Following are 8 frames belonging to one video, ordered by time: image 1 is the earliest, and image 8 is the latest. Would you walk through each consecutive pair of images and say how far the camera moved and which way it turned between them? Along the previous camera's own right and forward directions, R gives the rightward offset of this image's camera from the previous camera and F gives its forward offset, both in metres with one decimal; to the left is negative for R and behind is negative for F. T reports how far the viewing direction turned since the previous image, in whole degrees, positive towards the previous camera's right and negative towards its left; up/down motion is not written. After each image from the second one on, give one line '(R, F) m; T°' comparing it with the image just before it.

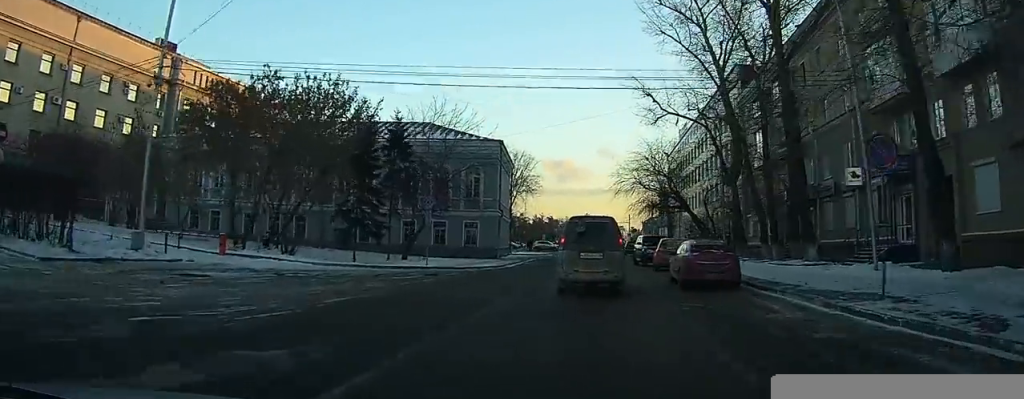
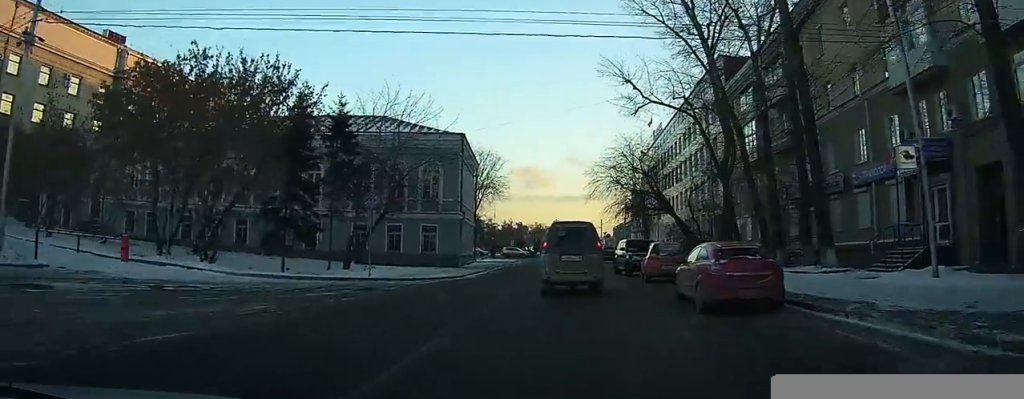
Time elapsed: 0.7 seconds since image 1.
(0.0, +4.6) m; +1°
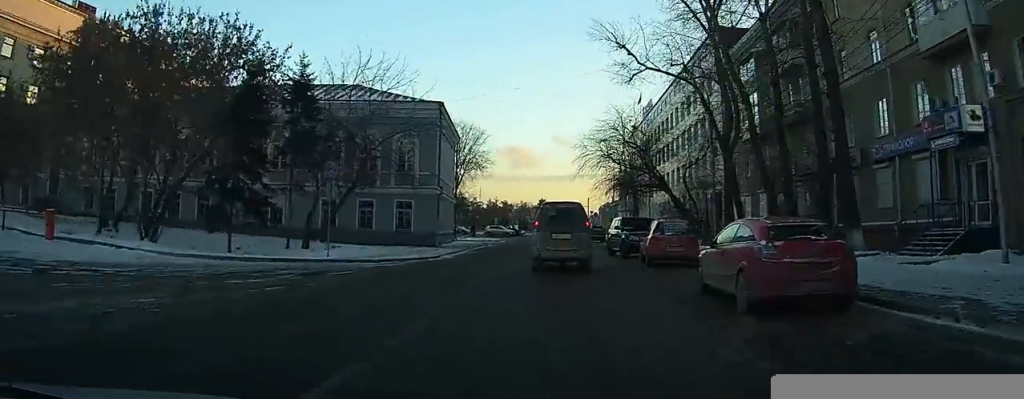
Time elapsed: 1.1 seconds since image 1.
(0.0, +3.2) m; +1°
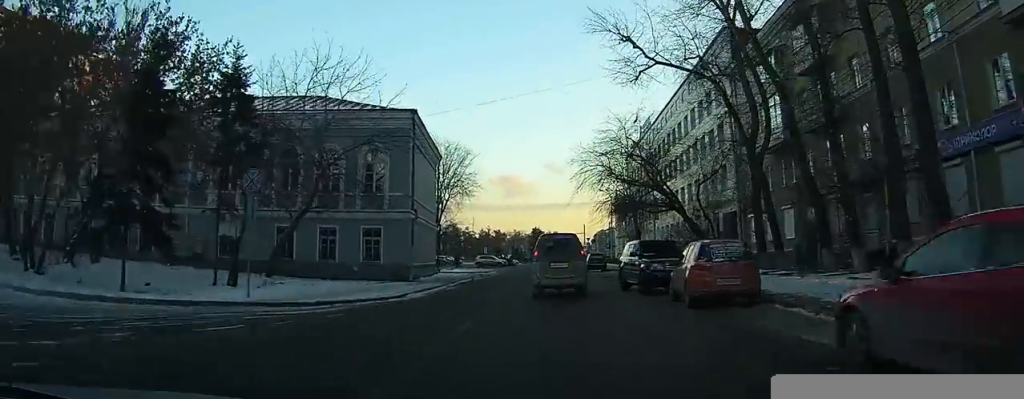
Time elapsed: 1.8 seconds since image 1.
(+0.1, +5.4) m; +1°
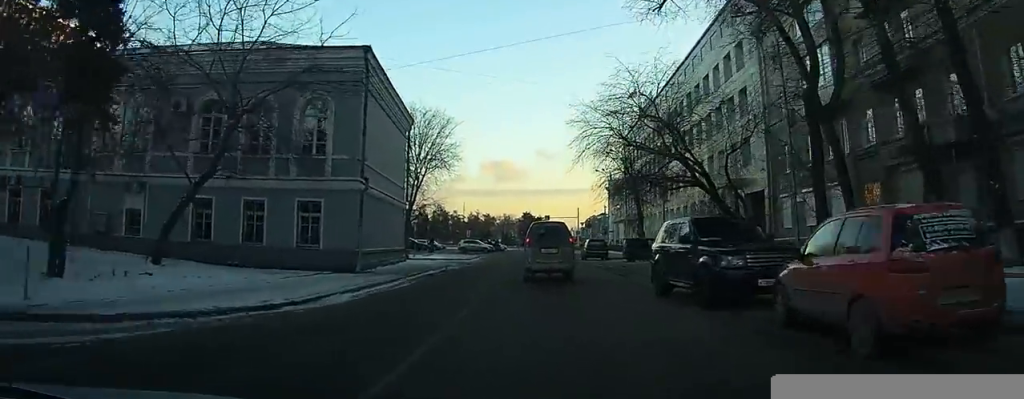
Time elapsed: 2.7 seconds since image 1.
(+0.1, +7.1) m; +2°
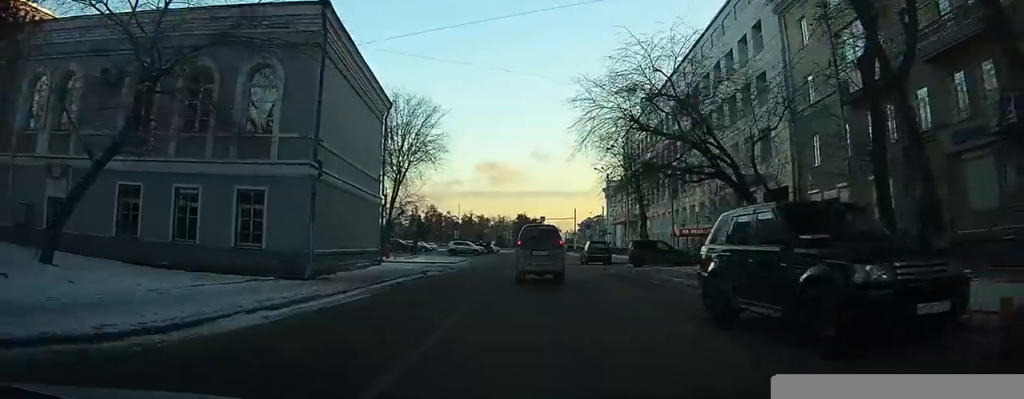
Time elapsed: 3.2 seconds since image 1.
(0.0, +4.3) m; +1°
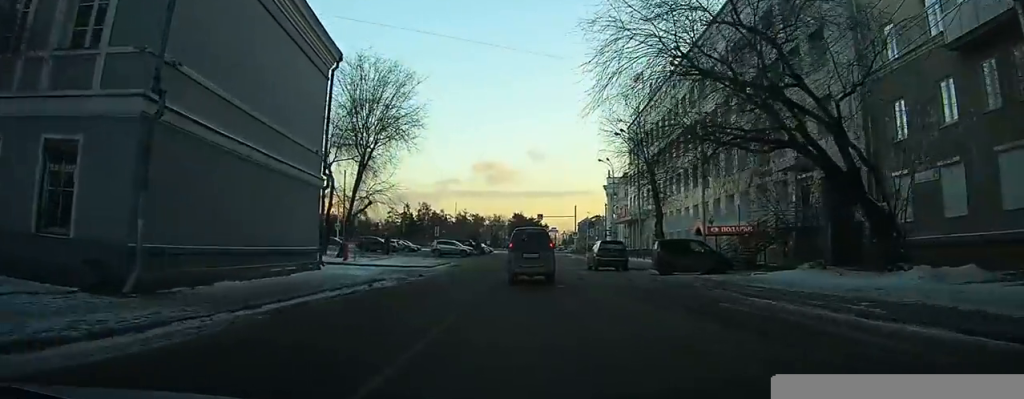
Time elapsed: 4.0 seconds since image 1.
(+0.2, +7.9) m; +1°
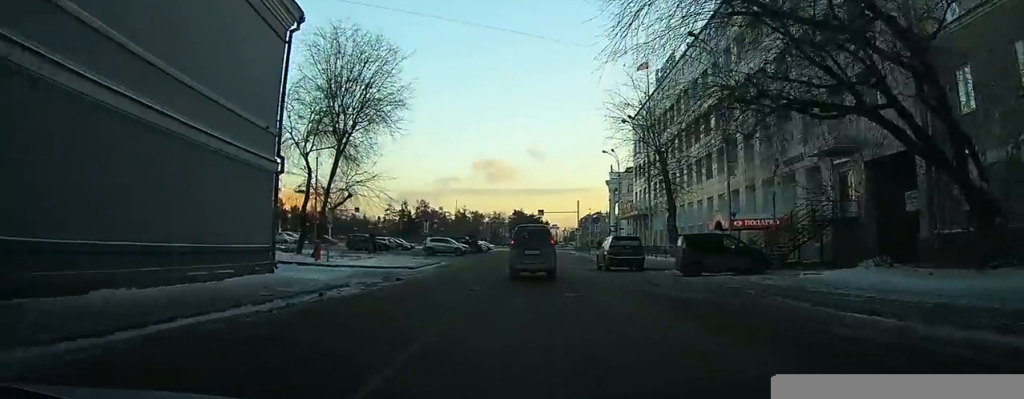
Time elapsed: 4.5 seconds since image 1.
(+0.1, +4.1) m; 0°
